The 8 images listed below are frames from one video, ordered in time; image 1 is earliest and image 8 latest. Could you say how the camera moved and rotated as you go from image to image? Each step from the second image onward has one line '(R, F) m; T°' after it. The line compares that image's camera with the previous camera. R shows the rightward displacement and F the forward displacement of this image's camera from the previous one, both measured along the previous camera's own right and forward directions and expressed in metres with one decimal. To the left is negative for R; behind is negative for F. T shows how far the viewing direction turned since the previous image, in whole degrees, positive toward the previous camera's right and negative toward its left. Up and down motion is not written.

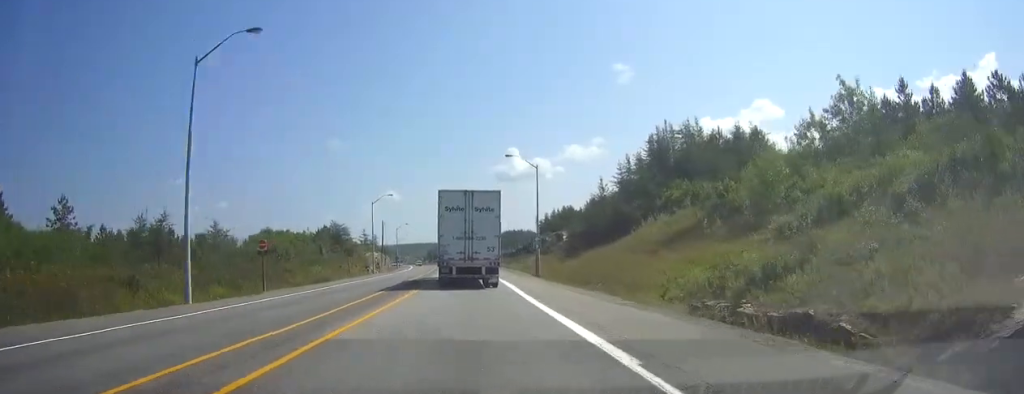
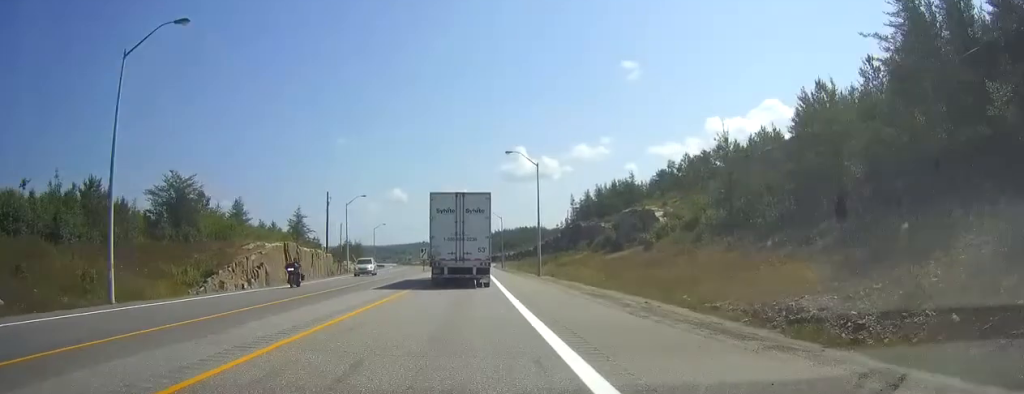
(0.0, +77.2) m; 0°
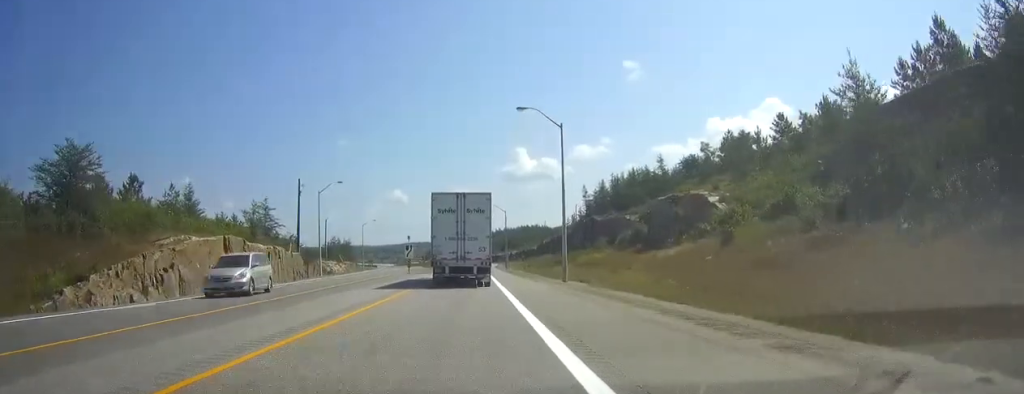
(0.0, +18.9) m; 0°
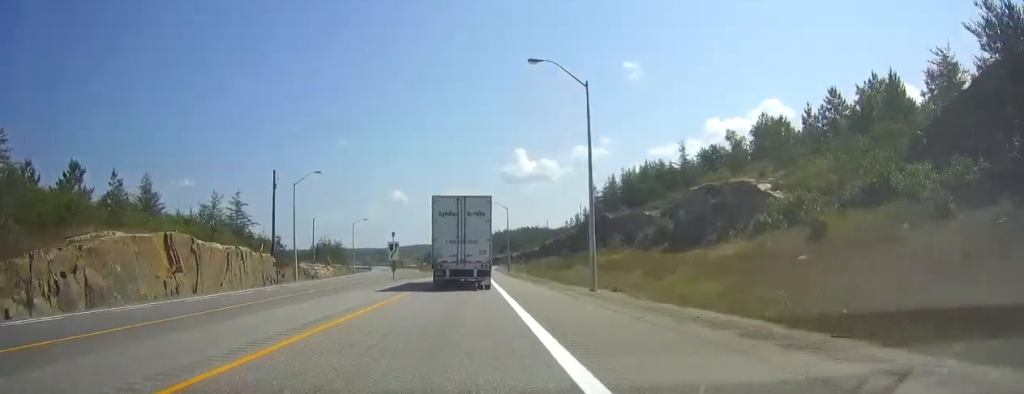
(0.0, +11.6) m; 0°
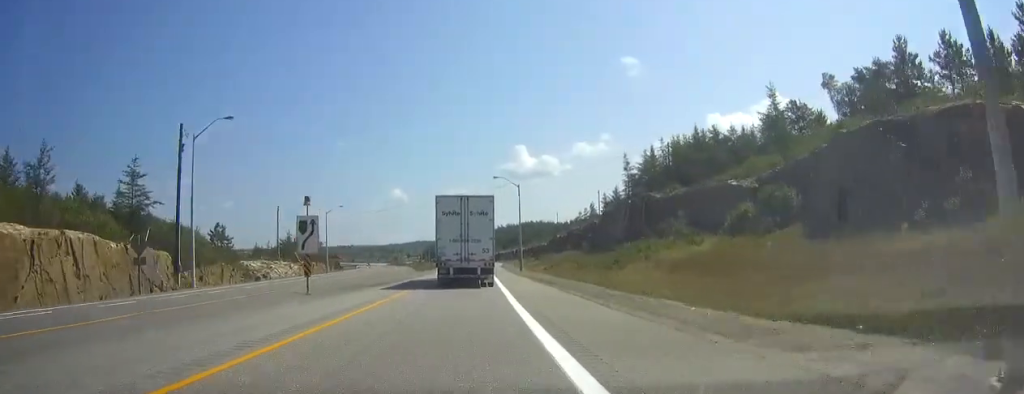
(0.0, +28.6) m; 0°
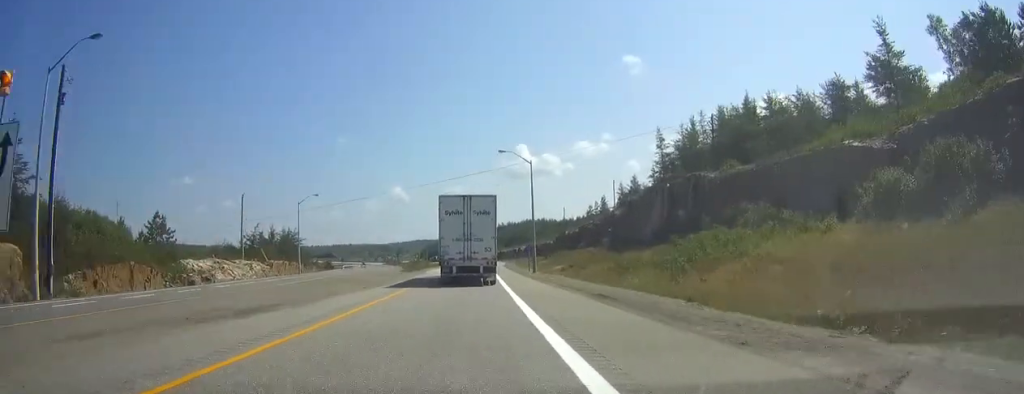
(0.0, +19.6) m; 0°
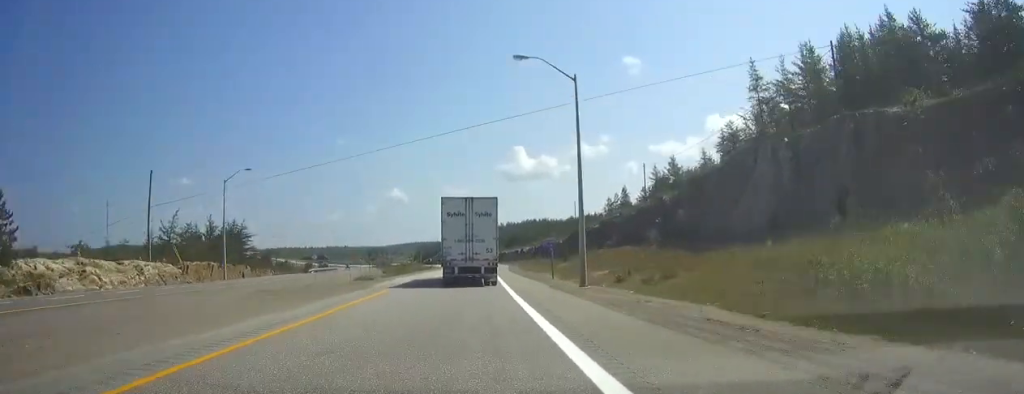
(-0.1, +31.3) m; 0°
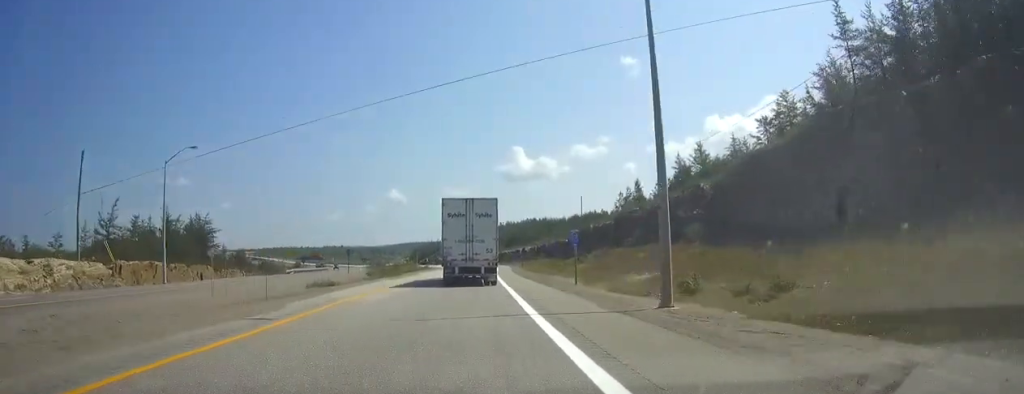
(+0.1, +15.2) m; 0°
